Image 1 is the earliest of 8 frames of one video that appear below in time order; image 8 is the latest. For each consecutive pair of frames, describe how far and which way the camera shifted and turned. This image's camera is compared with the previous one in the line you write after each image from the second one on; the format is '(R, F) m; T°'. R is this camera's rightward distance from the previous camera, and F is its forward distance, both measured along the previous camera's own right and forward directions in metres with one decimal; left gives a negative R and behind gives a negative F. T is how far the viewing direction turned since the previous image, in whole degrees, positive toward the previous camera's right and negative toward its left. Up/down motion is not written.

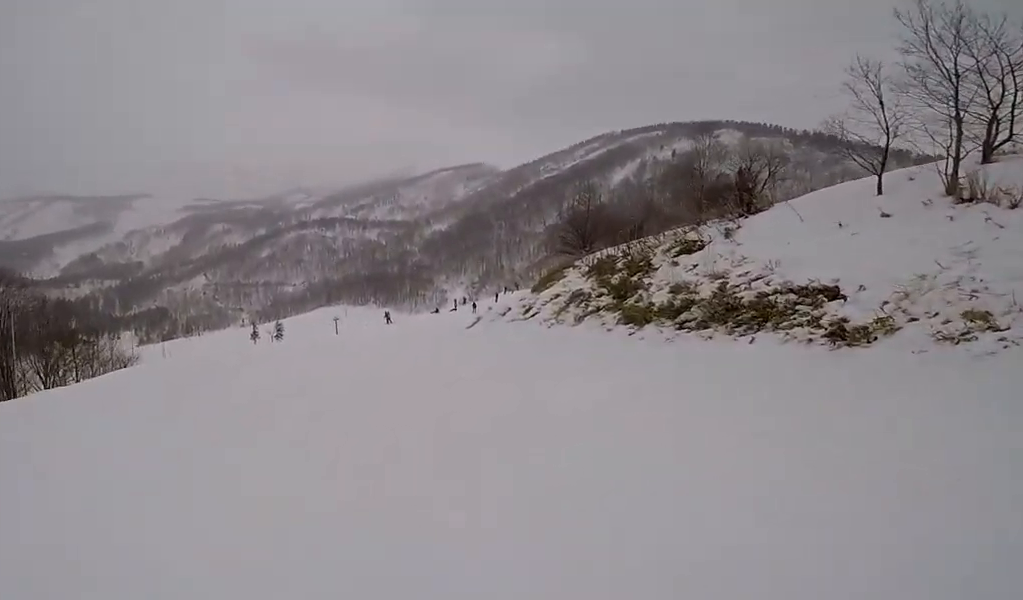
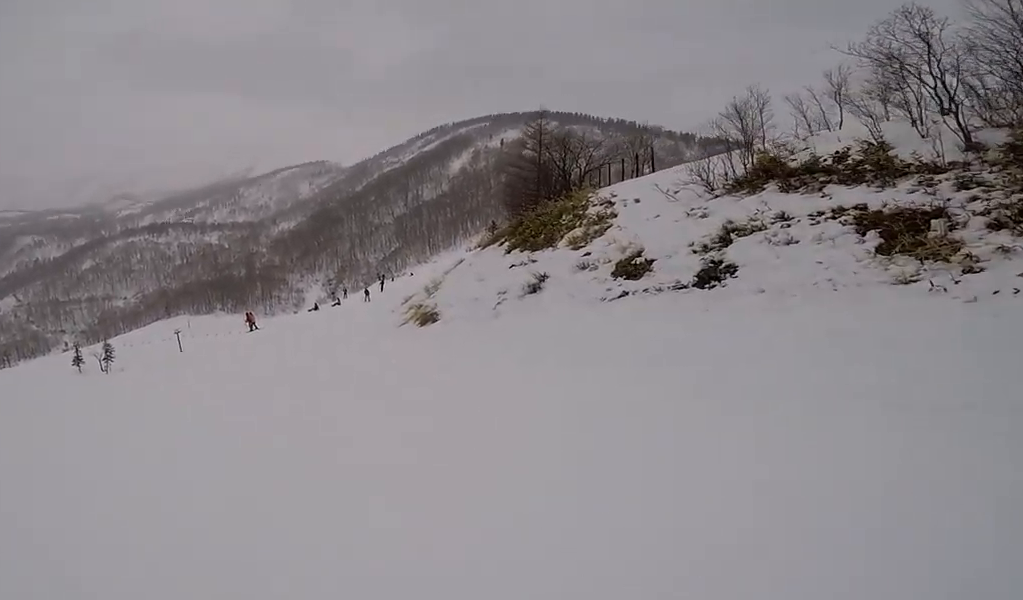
(+1.2, +16.6) m; +7°
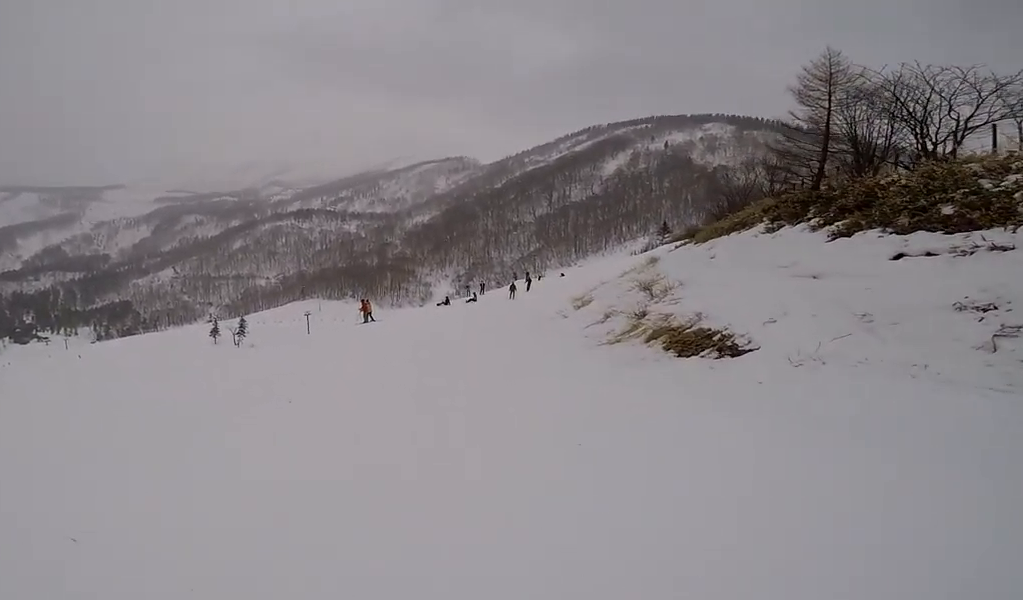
(0.0, +8.8) m; 0°
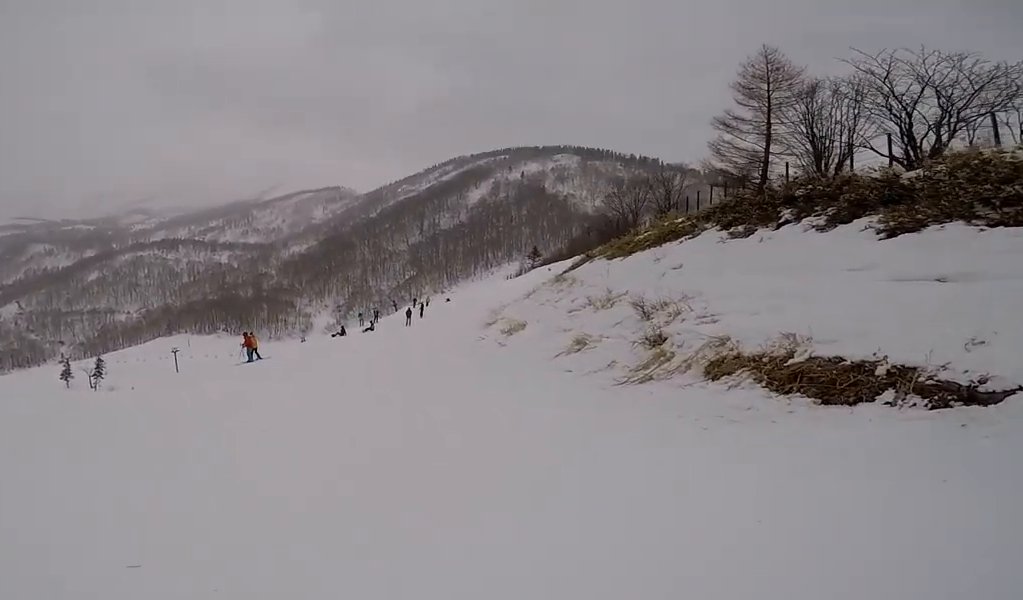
(0.0, +4.7) m; +7°
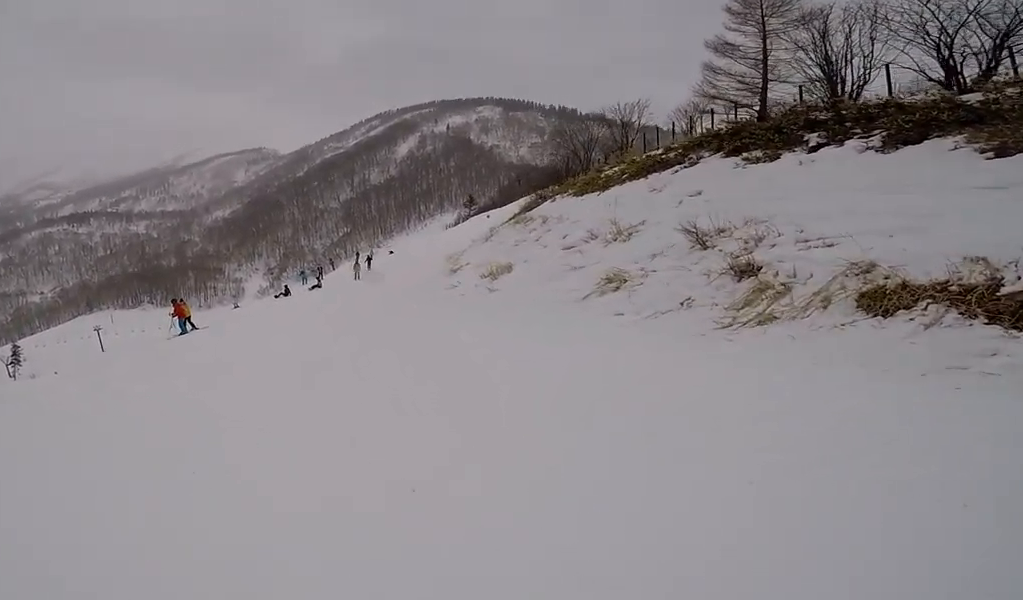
(0.0, +2.8) m; +5°
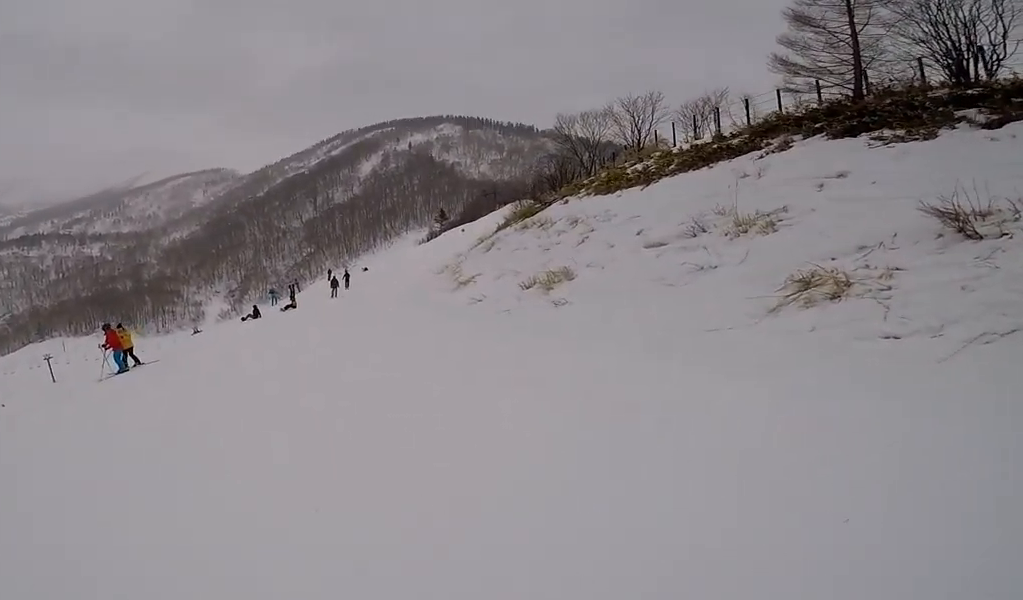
(+0.8, +3.8) m; +7°
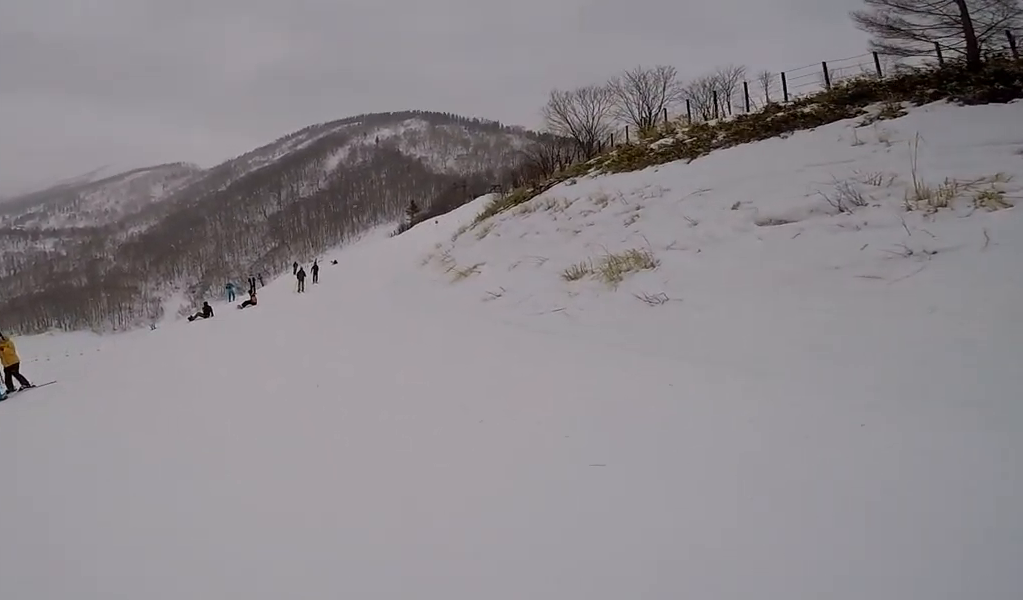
(-0.1, +4.0) m; +3°
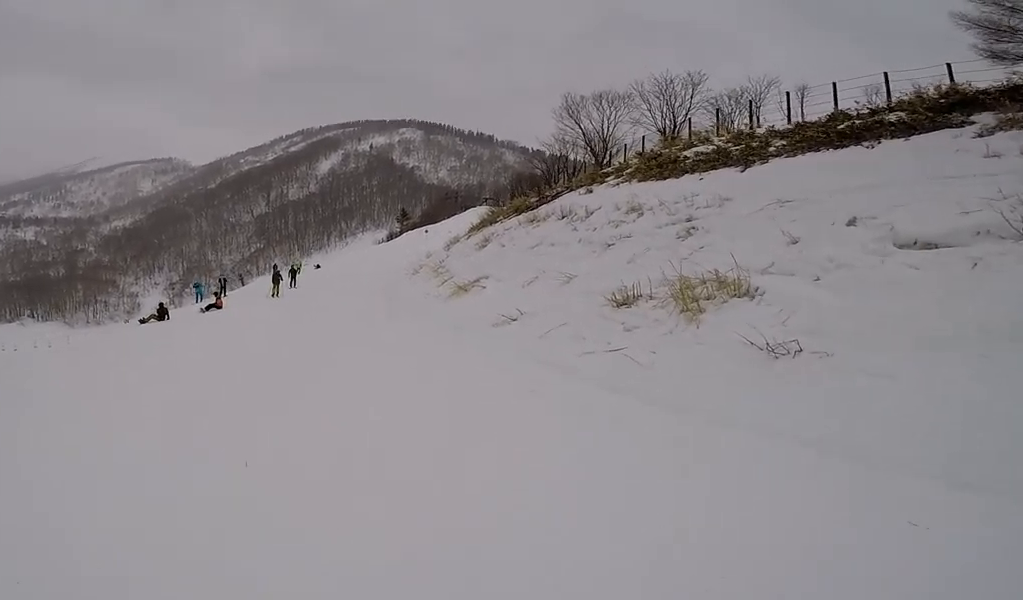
(-0.1, +3.0) m; +1°
